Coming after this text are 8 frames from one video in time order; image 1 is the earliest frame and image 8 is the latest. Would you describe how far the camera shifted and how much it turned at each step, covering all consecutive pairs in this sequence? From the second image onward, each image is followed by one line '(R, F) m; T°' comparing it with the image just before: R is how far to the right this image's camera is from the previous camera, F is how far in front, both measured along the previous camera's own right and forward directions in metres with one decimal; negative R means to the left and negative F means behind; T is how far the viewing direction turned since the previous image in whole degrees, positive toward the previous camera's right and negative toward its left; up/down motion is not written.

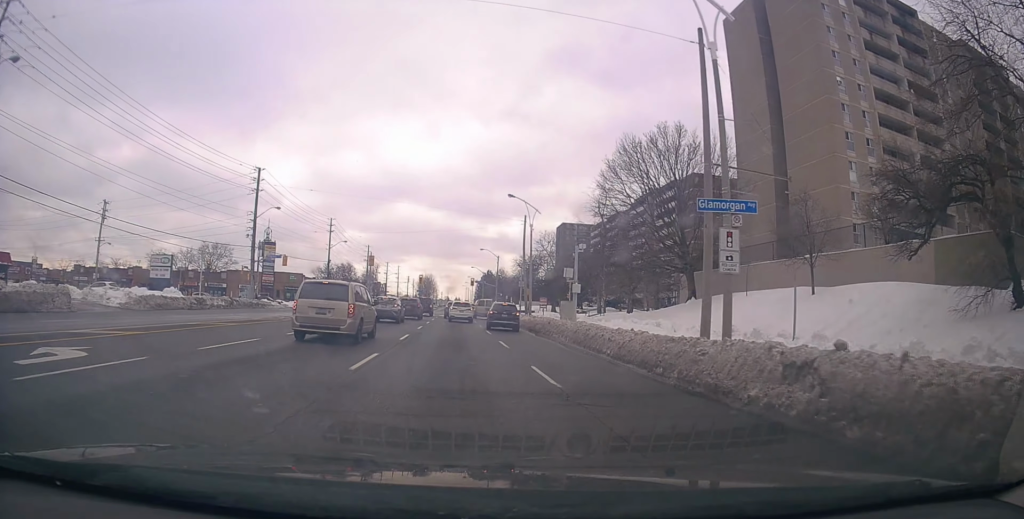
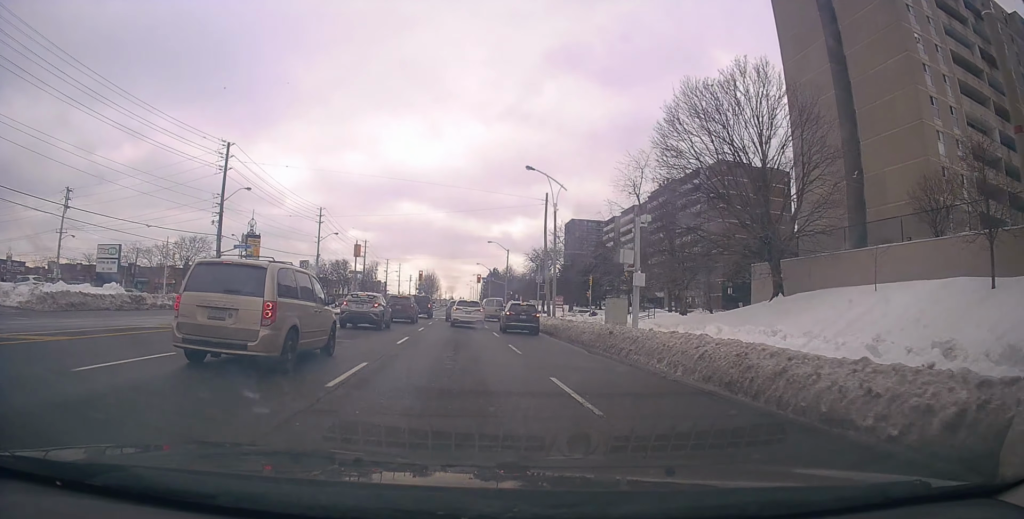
(+0.5, +13.3) m; +3°
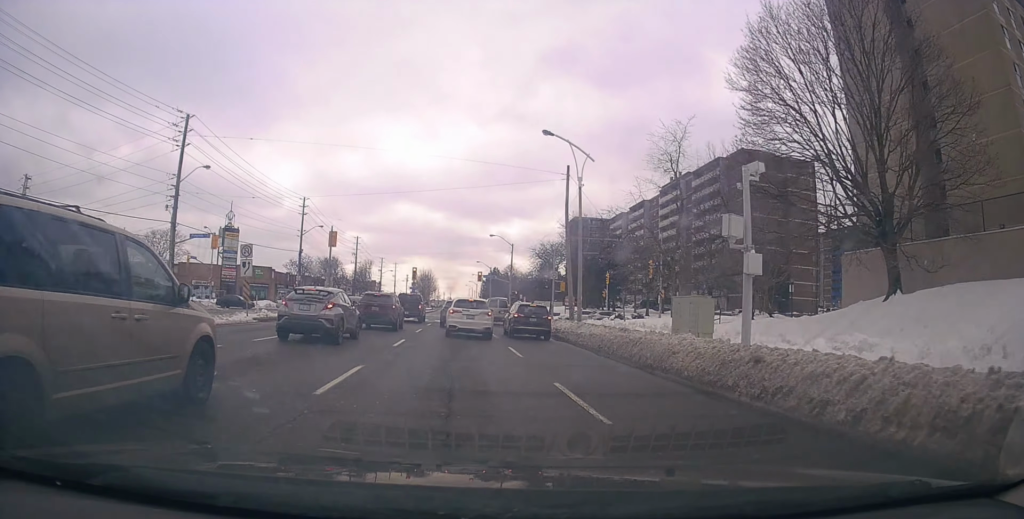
(0.0, +11.3) m; -1°
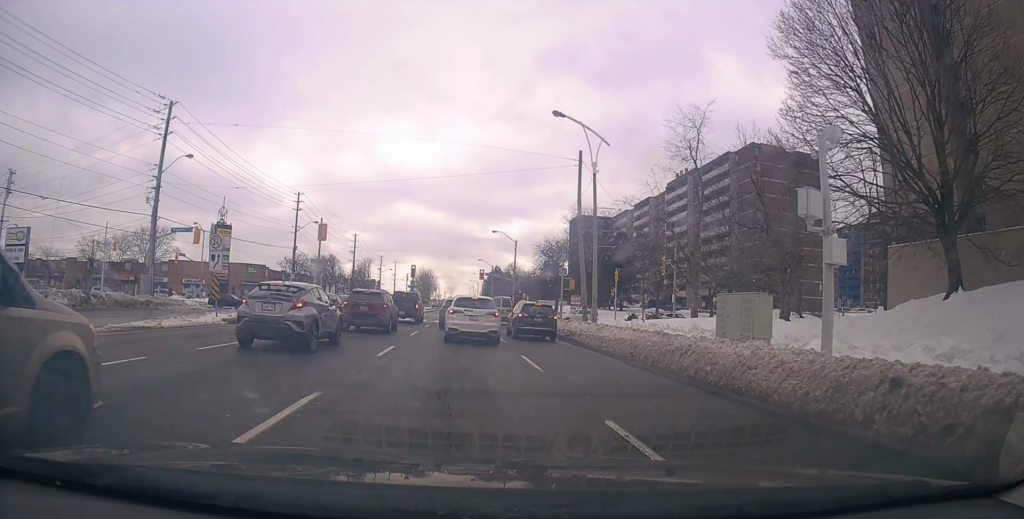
(-0.1, +4.3) m; -1°
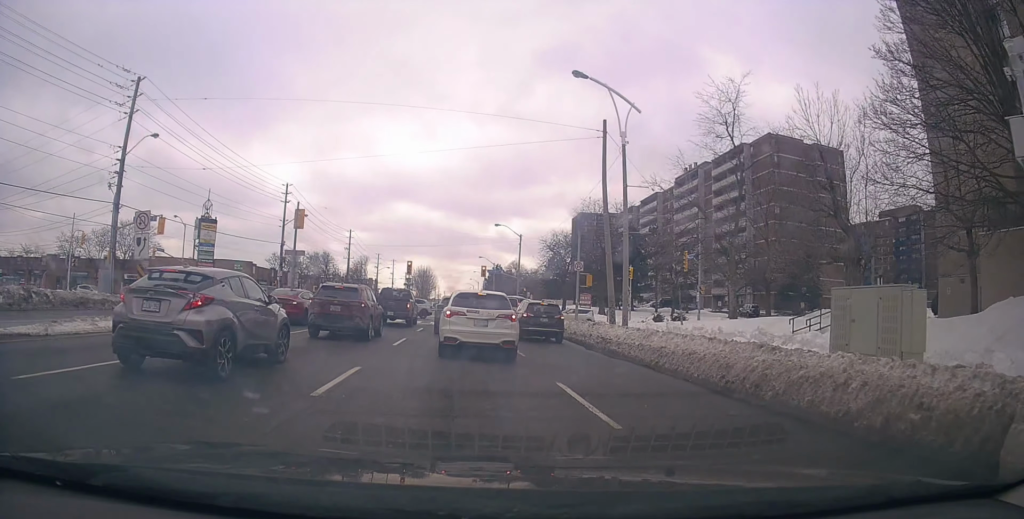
(0.0, +7.3) m; 0°
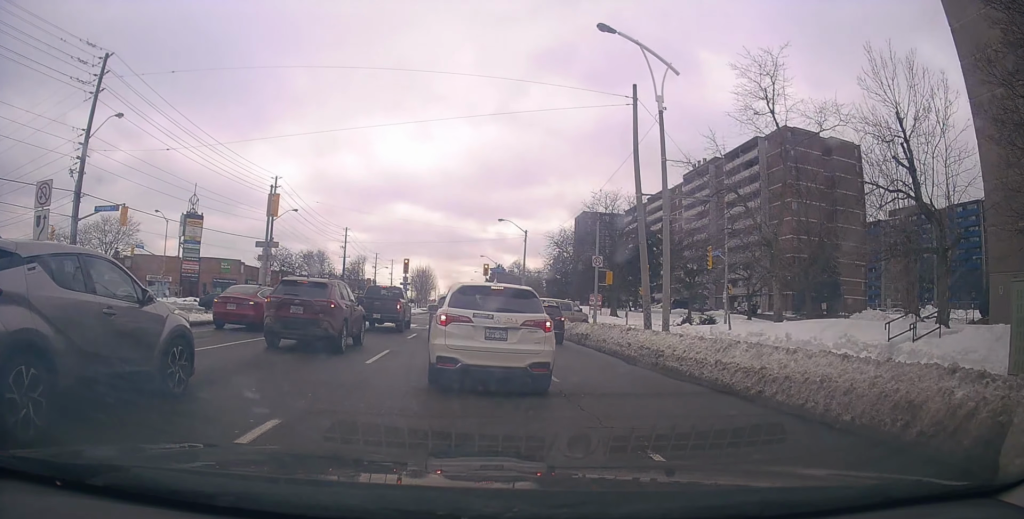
(+0.1, +8.0) m; +1°
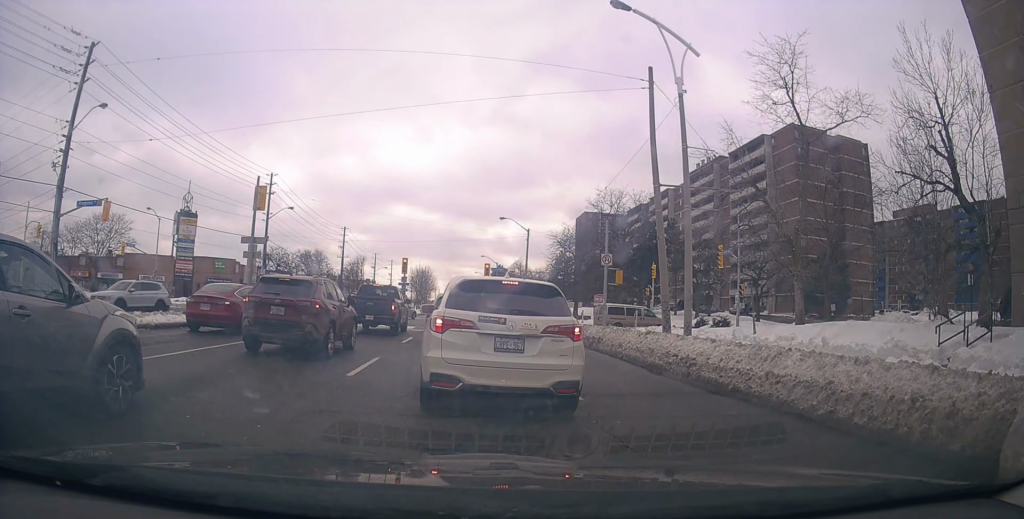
(+0.1, +4.6) m; +2°
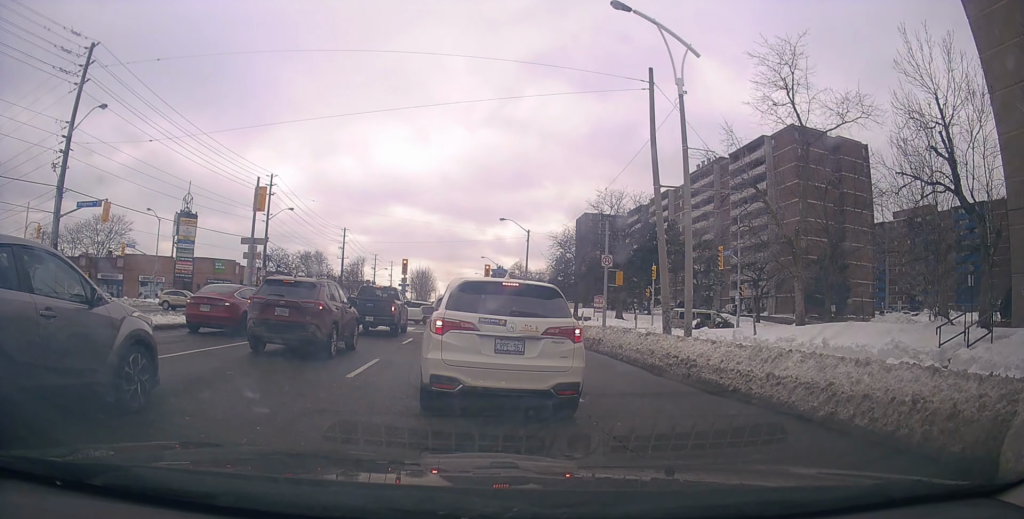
(+0.2, +1.2) m; 0°
